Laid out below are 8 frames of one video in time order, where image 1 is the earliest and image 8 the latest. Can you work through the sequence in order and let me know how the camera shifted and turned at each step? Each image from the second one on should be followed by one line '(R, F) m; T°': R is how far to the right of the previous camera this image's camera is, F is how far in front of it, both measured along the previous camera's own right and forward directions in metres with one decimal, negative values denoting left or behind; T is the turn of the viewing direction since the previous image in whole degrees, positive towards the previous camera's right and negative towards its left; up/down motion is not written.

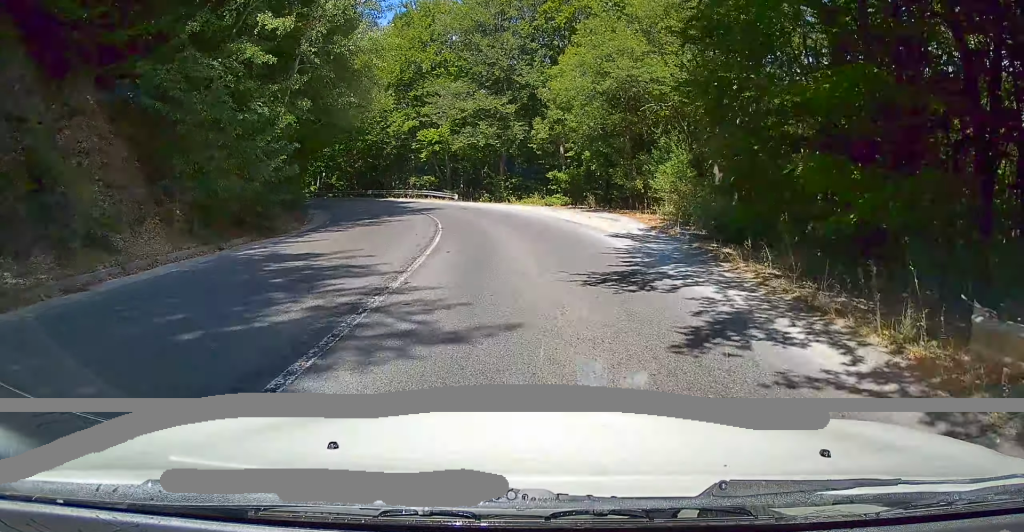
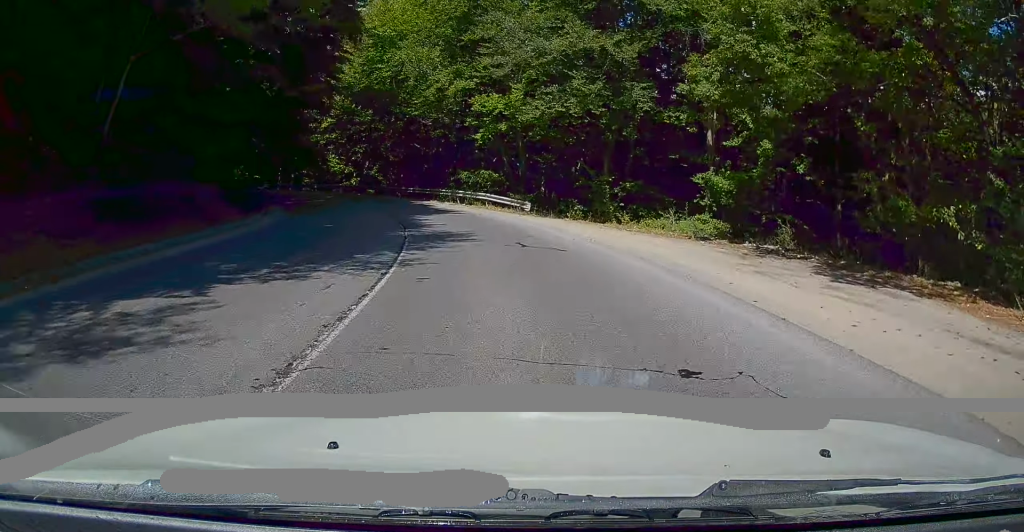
(-0.2, +19.8) m; -5°
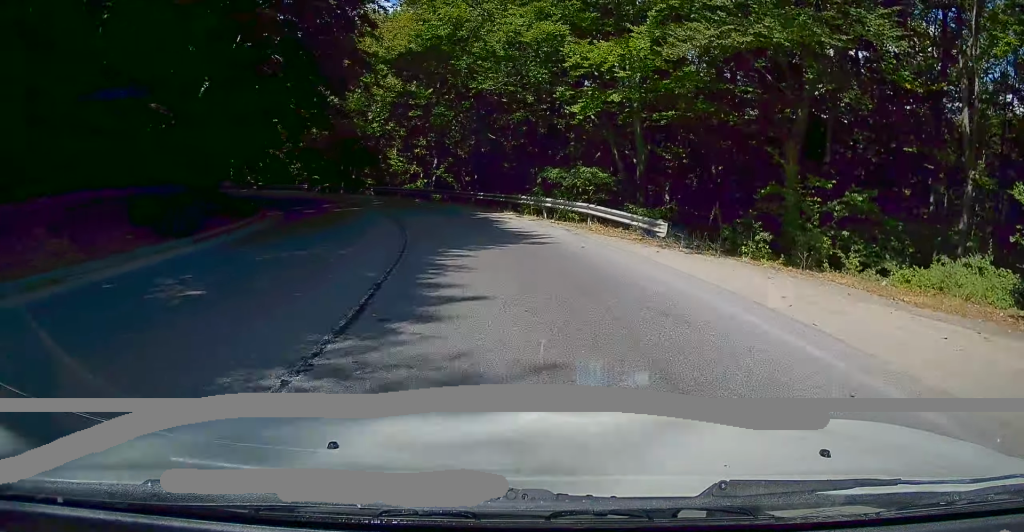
(-0.7, +11.8) m; -8°
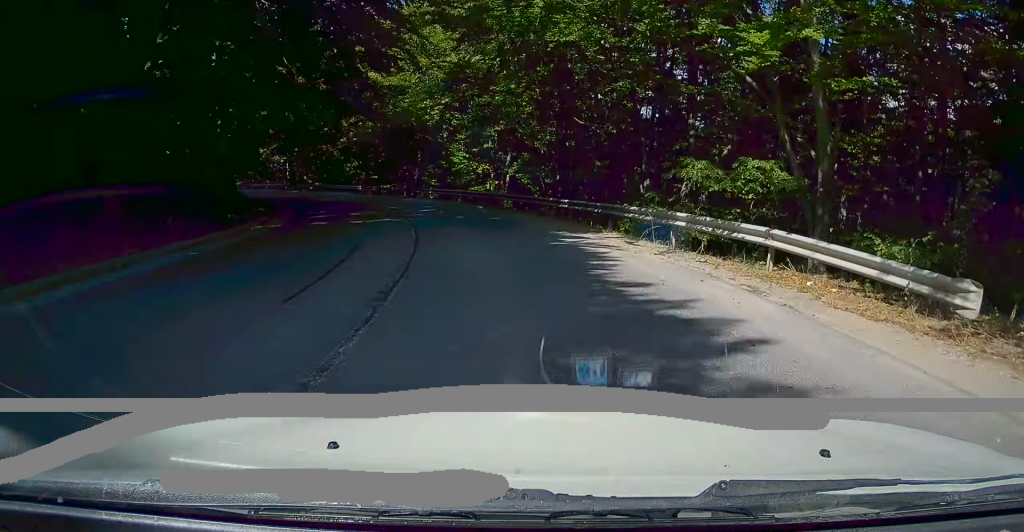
(-0.8, +9.1) m; -6°
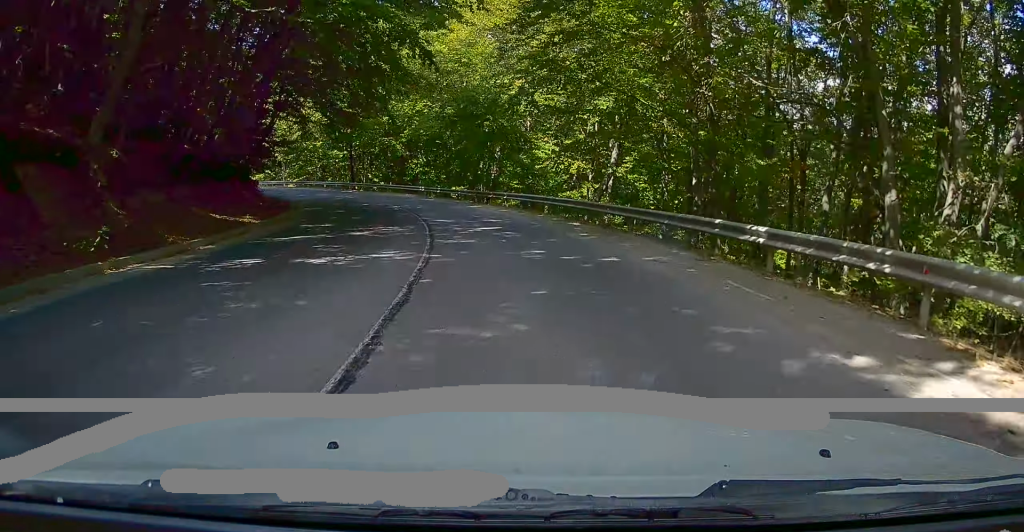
(-0.7, +11.1) m; -7°
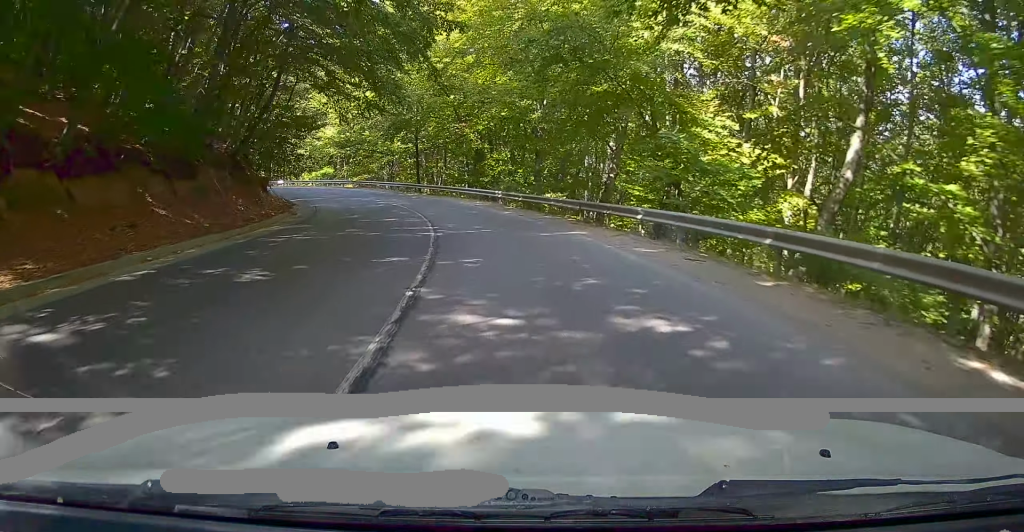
(-1.2, +15.1) m; -9°
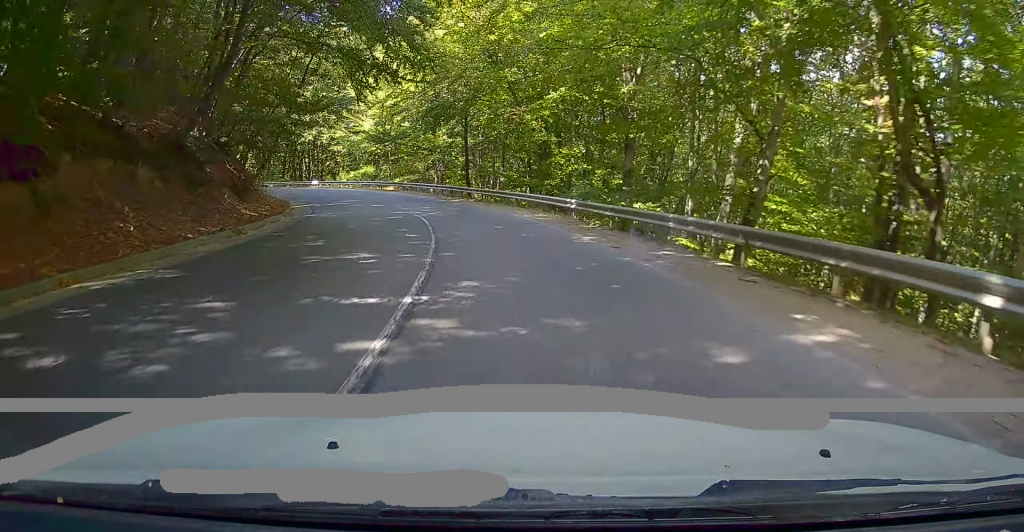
(-0.6, +10.9) m; -6°
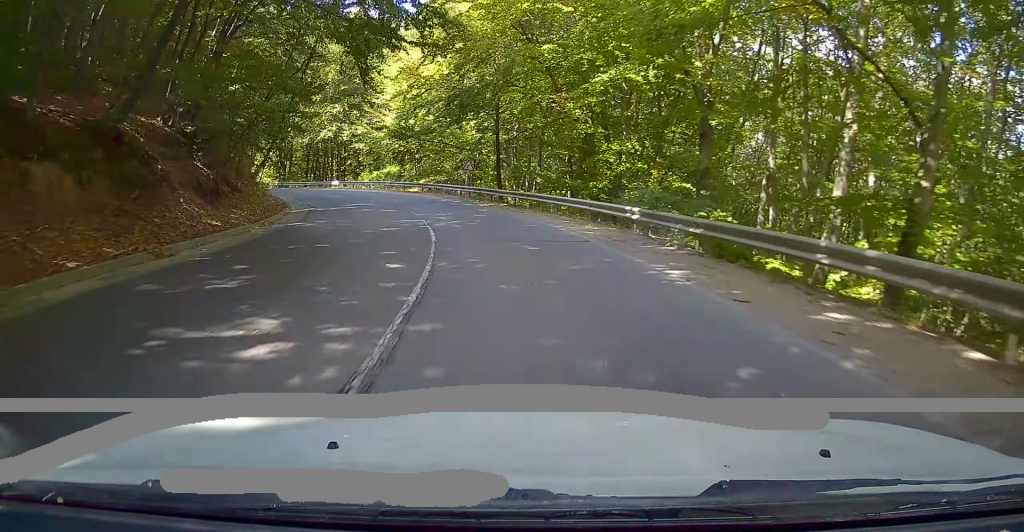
(-0.1, +5.8) m; -3°
